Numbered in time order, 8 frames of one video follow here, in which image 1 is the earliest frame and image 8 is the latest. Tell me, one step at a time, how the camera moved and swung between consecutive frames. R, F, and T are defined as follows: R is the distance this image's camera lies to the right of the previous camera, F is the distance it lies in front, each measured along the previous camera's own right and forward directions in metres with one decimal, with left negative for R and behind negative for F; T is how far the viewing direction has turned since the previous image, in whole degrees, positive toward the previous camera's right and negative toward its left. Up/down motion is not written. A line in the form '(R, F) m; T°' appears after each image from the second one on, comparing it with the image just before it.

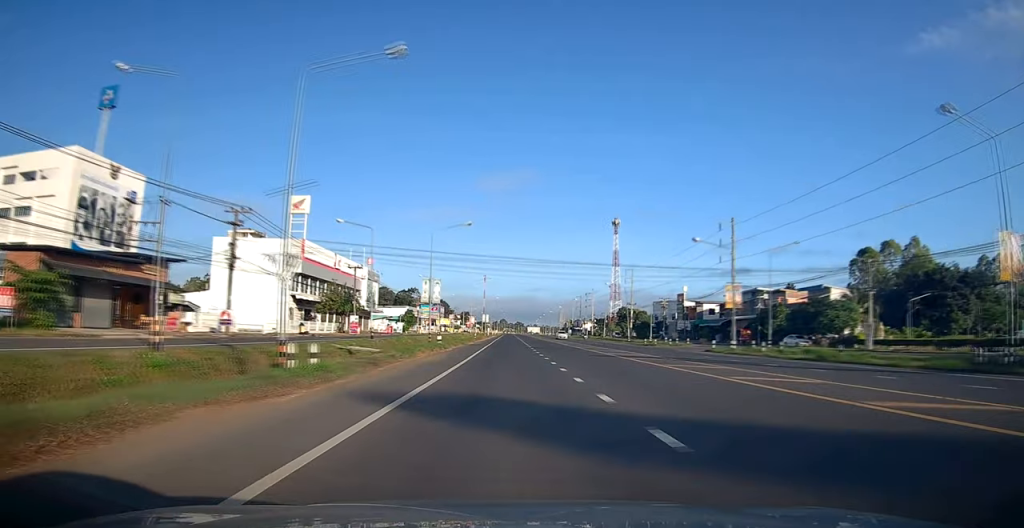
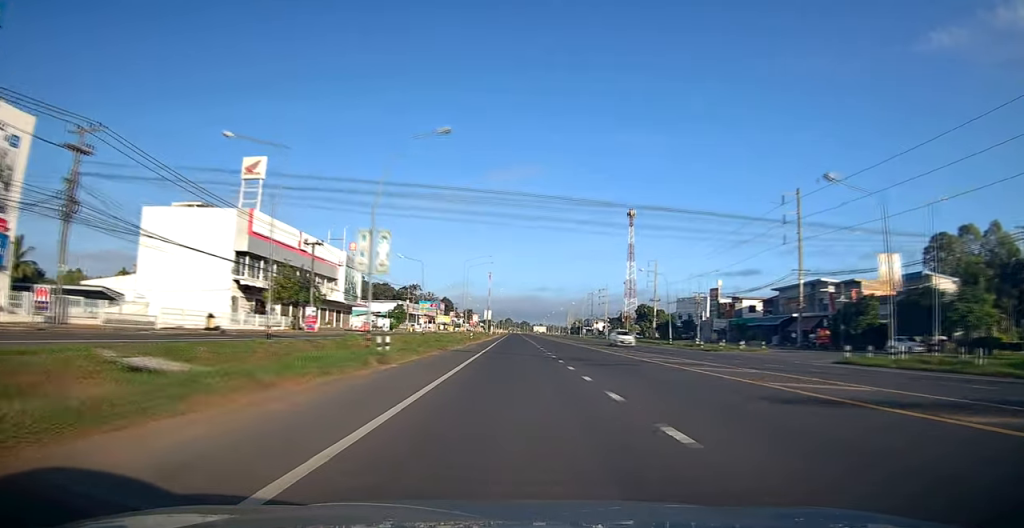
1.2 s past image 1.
(+0.7, +19.8) m; 0°
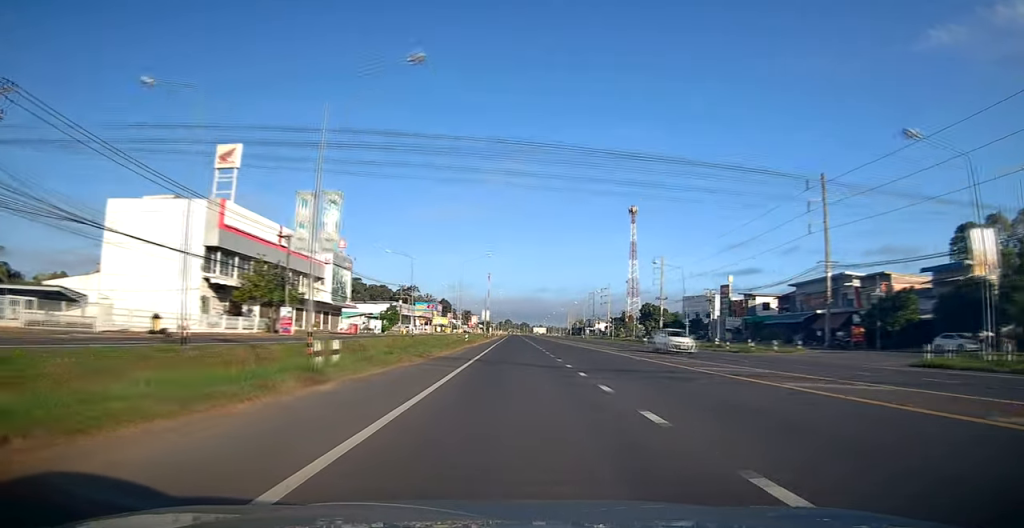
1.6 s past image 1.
(-0.3, +6.7) m; -1°
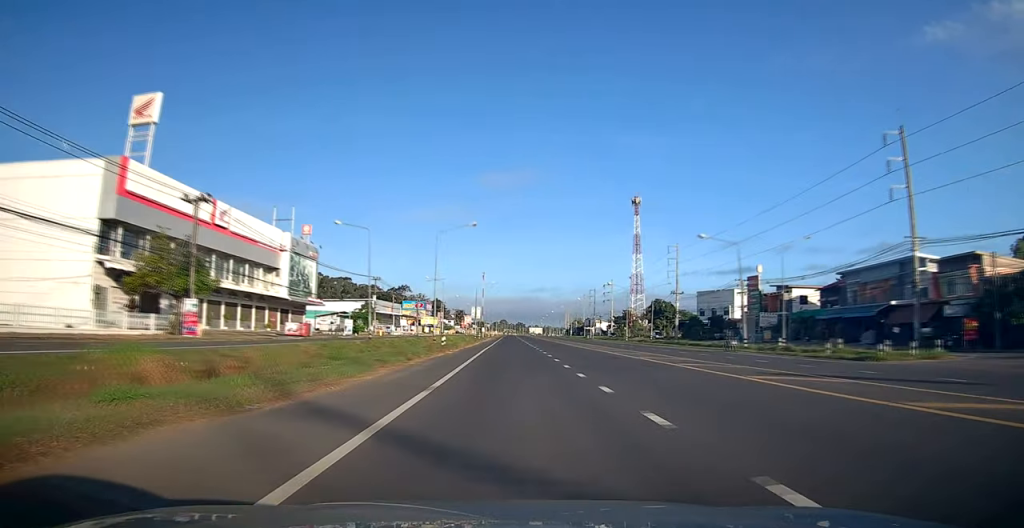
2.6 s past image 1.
(-0.3, +16.2) m; -1°
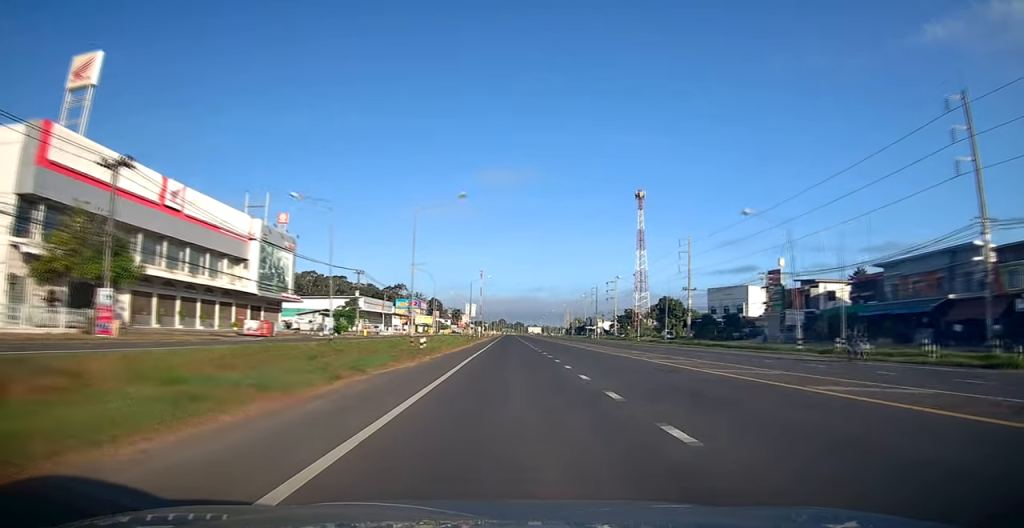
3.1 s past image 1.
(0.0, +9.0) m; 0°
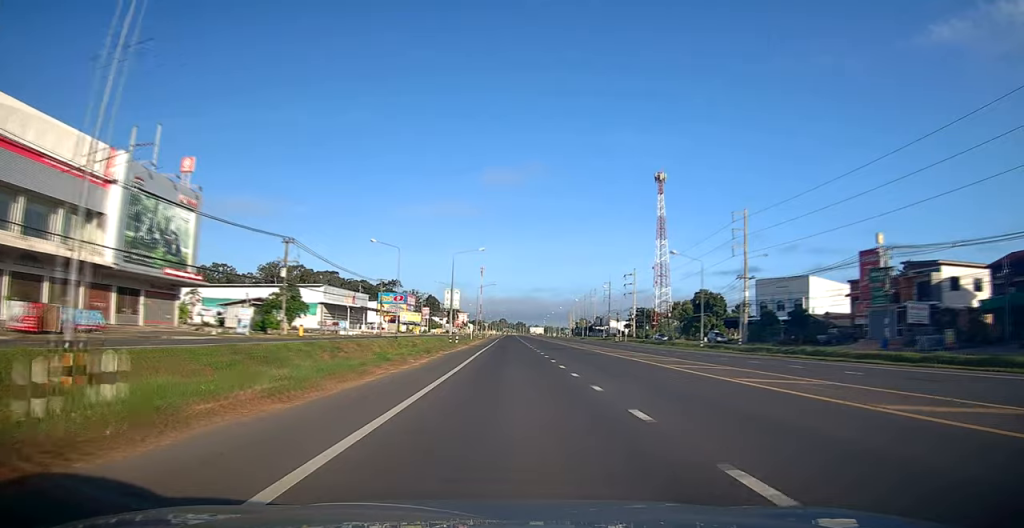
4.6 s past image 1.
(-0.7, +26.5) m; -2°
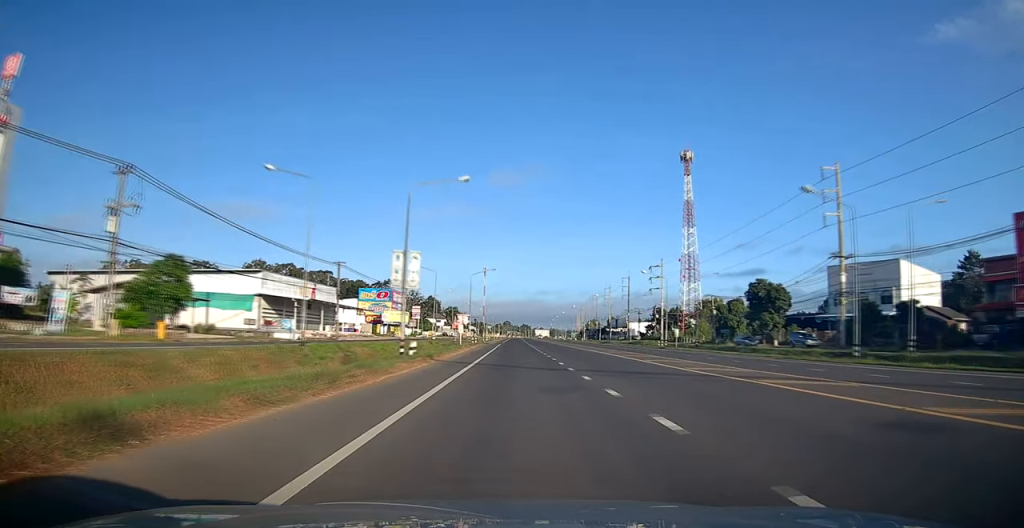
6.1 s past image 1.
(+0.6, +25.0) m; +3°
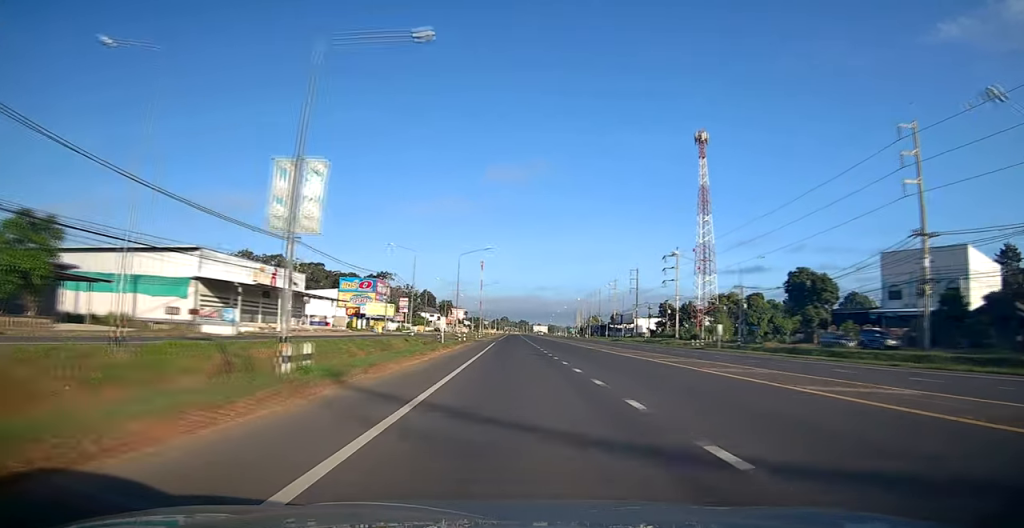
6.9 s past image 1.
(0.0, +14.1) m; 0°
